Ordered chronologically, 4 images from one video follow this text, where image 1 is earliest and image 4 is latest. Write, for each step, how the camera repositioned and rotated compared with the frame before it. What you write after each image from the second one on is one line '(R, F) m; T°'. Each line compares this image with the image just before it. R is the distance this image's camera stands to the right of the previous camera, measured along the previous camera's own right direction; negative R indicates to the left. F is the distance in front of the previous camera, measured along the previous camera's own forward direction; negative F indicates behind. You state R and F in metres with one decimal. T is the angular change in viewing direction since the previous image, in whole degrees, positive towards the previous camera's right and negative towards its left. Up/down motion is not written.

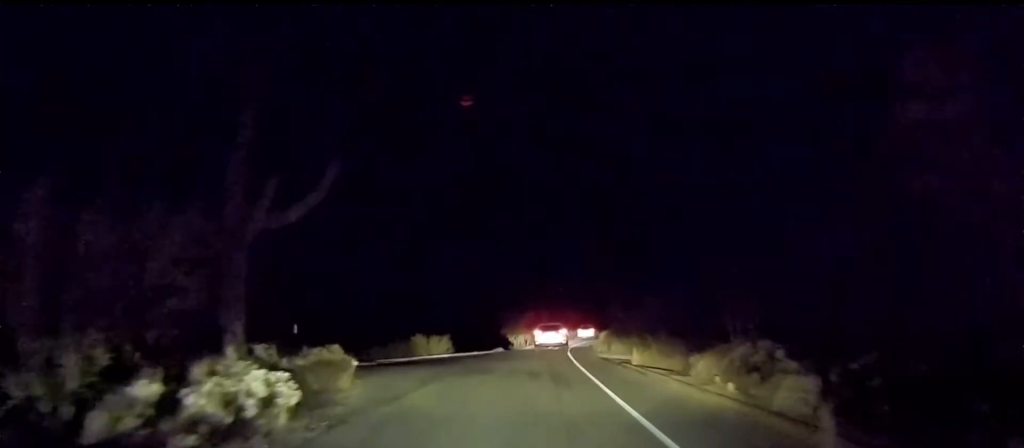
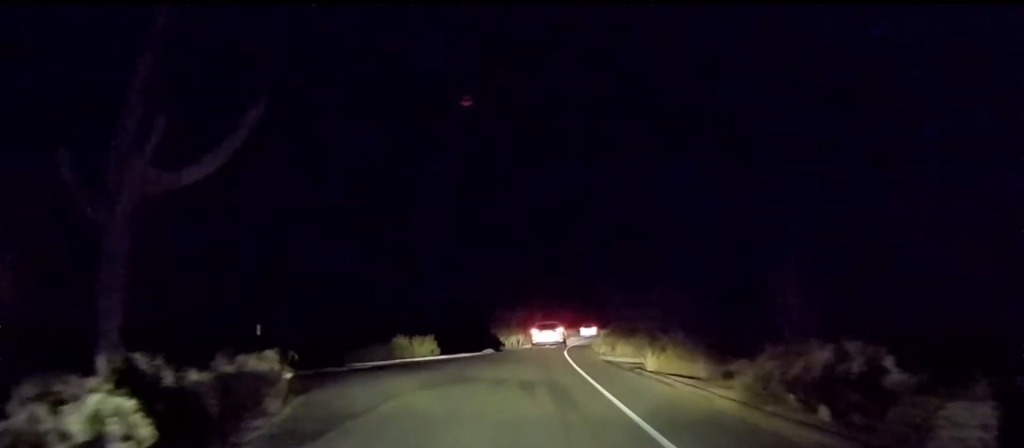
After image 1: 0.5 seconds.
(-0.1, +3.3) m; -2°
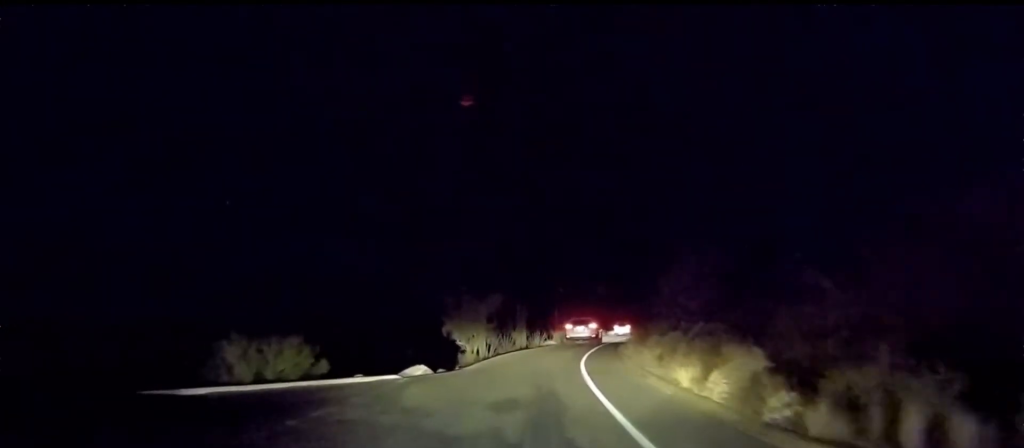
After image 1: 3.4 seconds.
(+0.3, +17.1) m; +3°
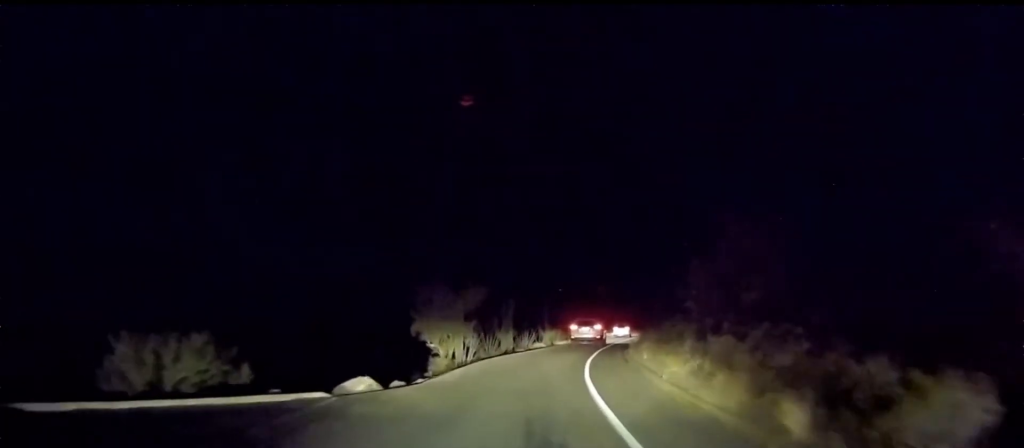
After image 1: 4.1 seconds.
(-0.6, +4.4) m; 0°
